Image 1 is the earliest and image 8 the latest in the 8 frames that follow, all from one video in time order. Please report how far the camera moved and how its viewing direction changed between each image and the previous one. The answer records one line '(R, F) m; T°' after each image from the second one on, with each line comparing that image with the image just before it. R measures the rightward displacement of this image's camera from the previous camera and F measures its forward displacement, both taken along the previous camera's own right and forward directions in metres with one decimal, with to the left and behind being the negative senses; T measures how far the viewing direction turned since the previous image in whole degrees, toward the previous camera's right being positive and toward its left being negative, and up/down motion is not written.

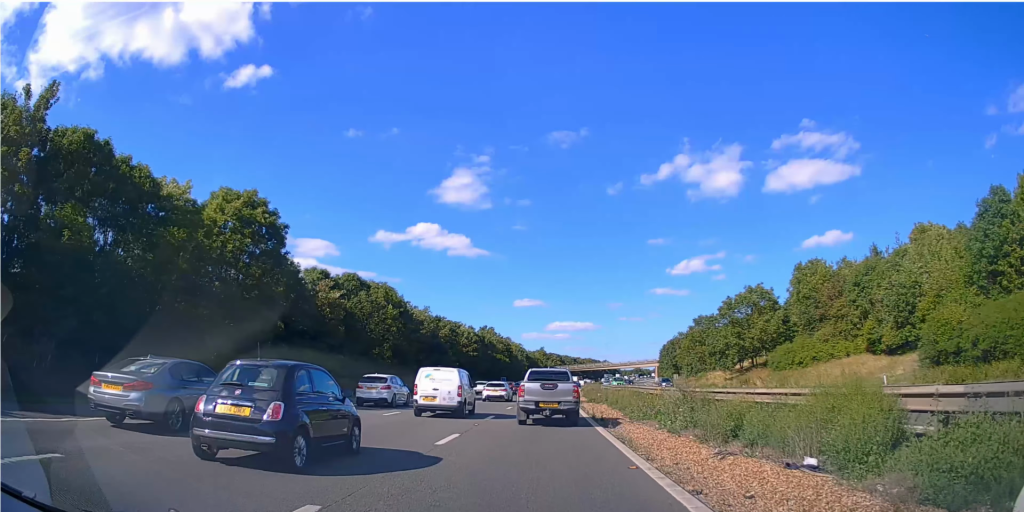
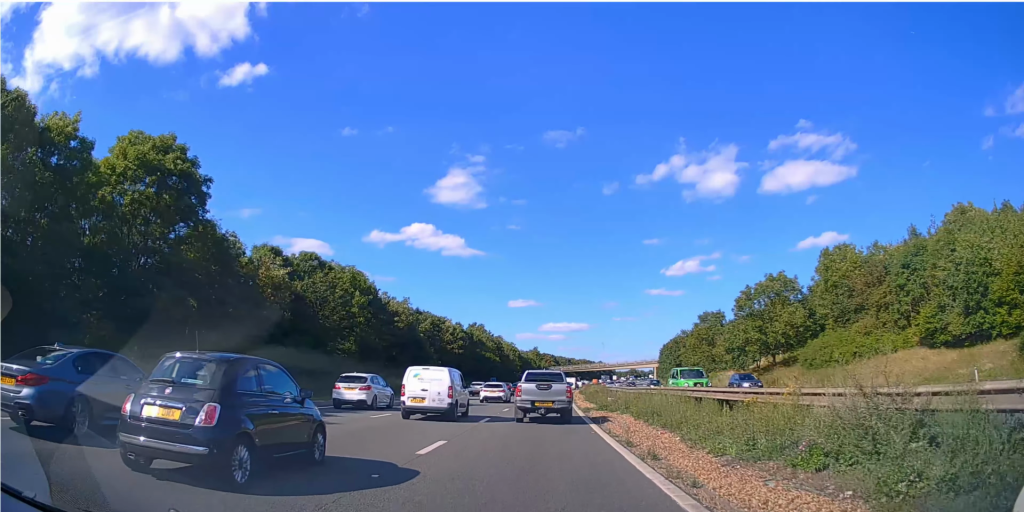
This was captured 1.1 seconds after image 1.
(+0.1, +10.7) m; +1°
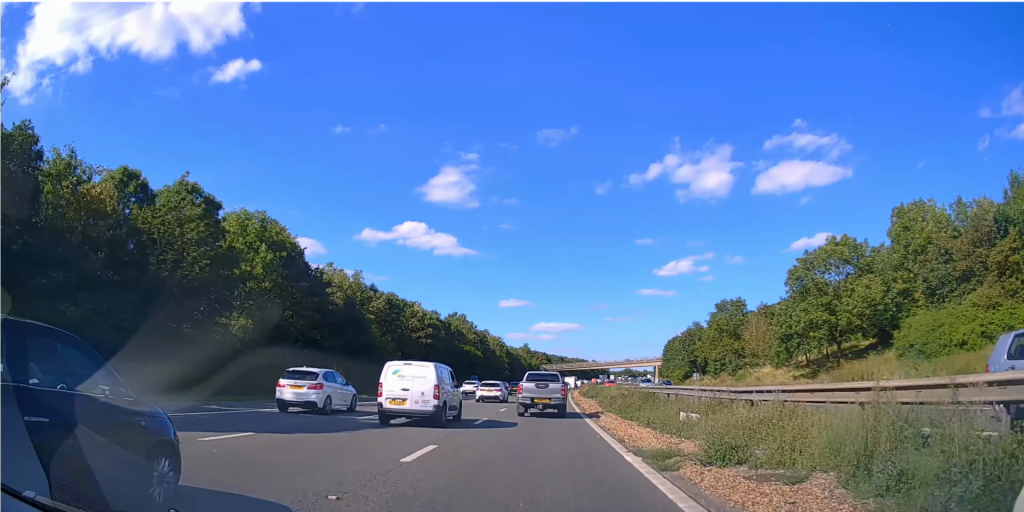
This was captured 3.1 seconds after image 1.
(+0.1, +18.7) m; +1°
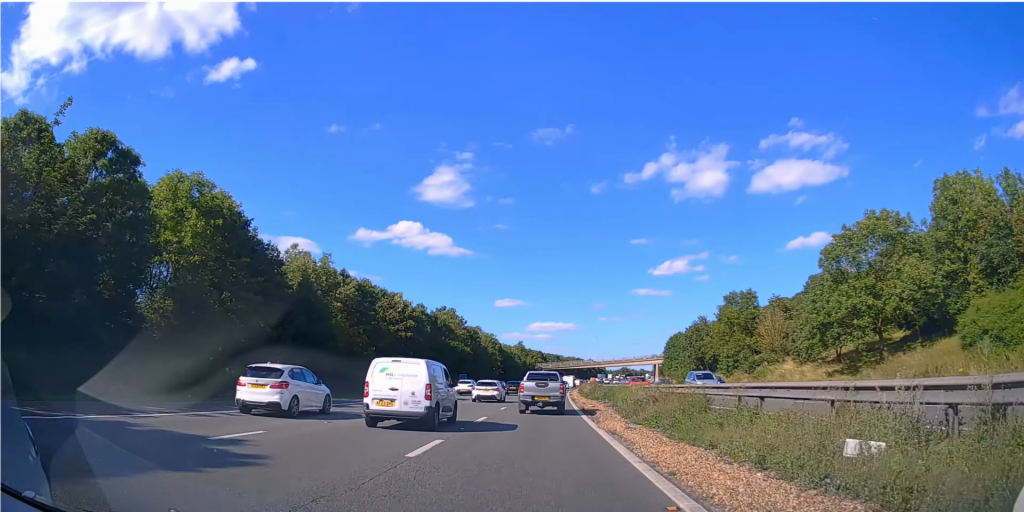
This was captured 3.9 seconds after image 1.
(0.0, +8.8) m; +1°
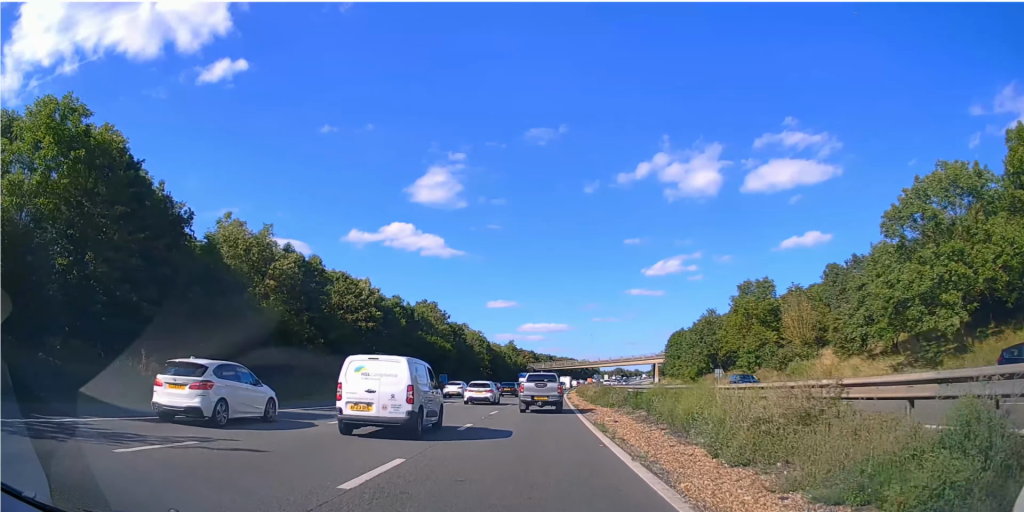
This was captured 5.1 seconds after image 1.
(+0.2, +12.8) m; +1°
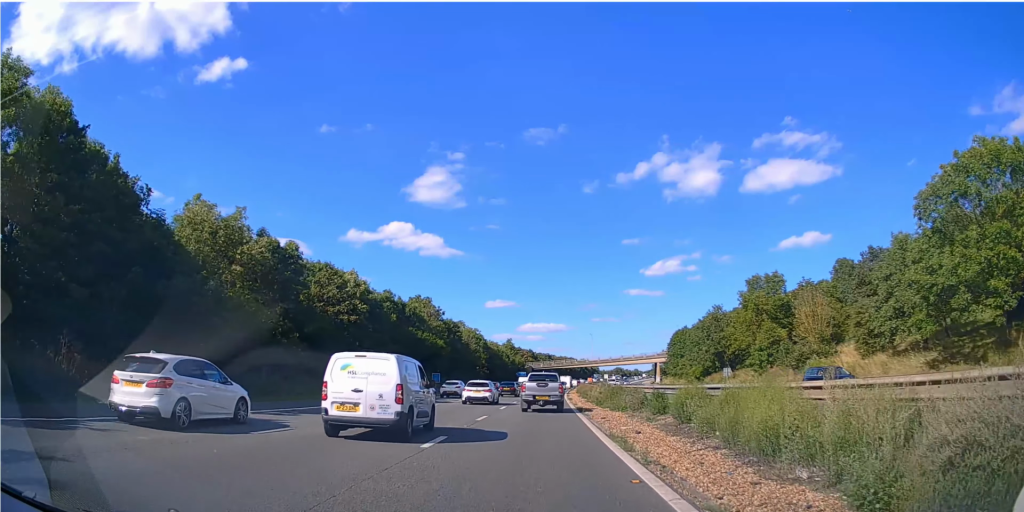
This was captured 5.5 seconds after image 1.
(0.0, +5.1) m; 0°
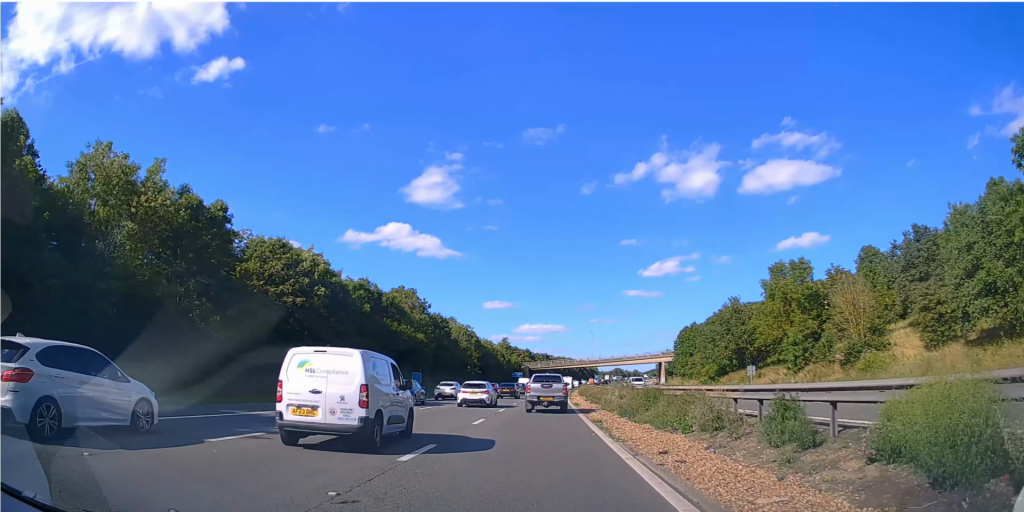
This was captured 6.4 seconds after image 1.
(0.0, +11.4) m; 0°
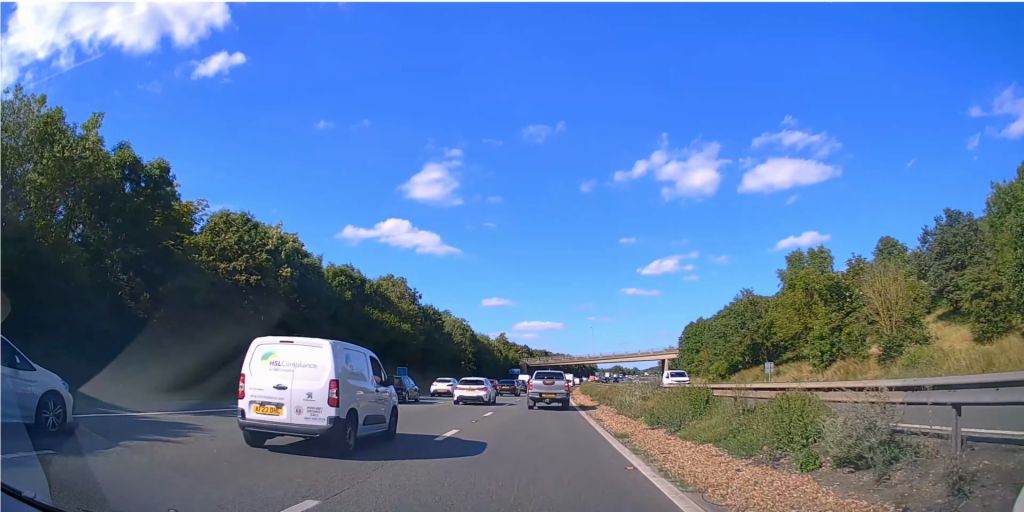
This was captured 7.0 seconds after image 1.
(0.0, +7.2) m; 0°
